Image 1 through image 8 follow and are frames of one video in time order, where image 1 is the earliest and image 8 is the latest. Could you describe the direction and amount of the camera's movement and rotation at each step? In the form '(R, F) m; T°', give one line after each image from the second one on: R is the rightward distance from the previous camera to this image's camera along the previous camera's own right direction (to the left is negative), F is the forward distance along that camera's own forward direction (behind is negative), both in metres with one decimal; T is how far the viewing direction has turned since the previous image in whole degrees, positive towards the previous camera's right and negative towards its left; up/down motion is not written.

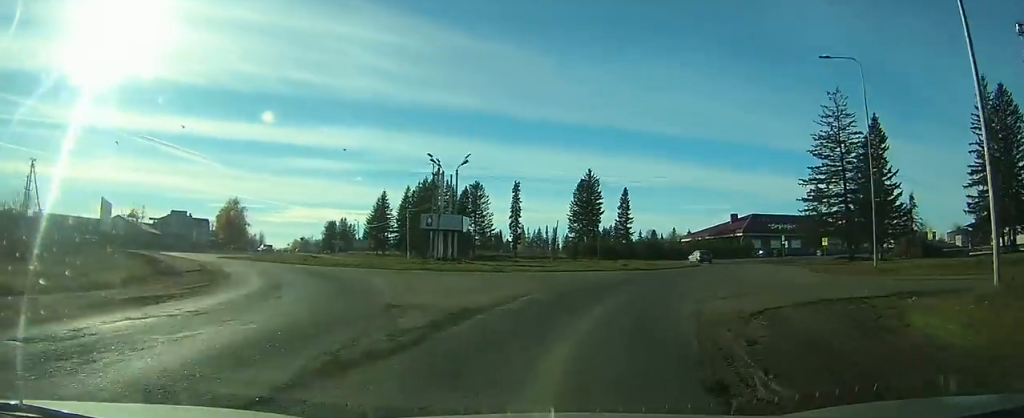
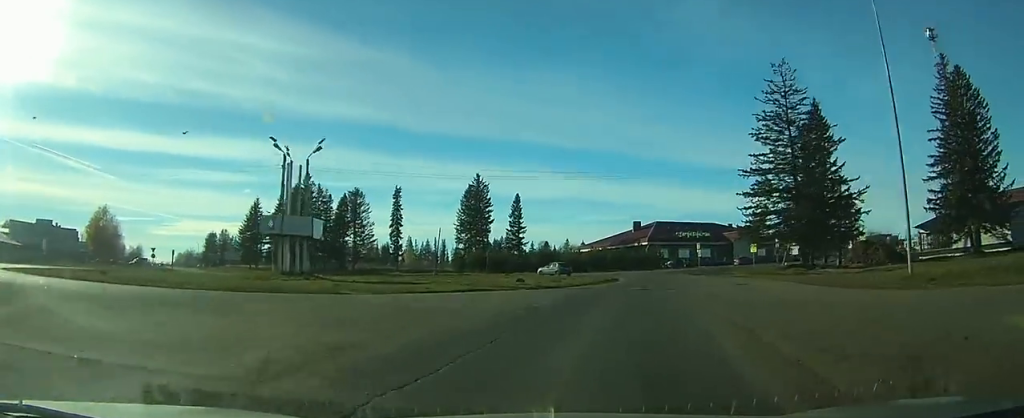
(+0.5, +13.6) m; +5°
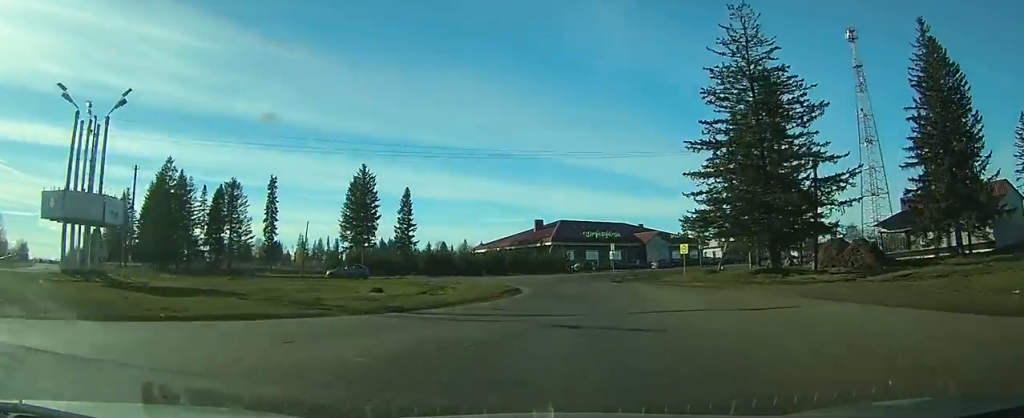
(-0.1, +14.4) m; +6°
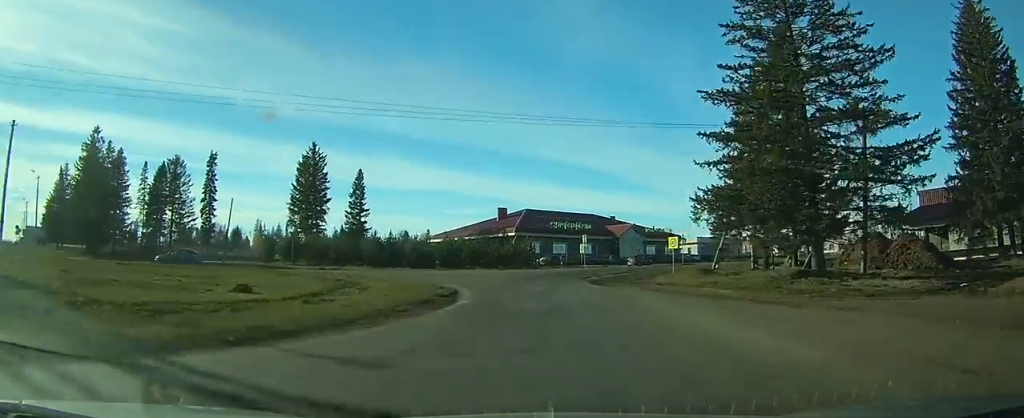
(+1.3, +10.6) m; +4°
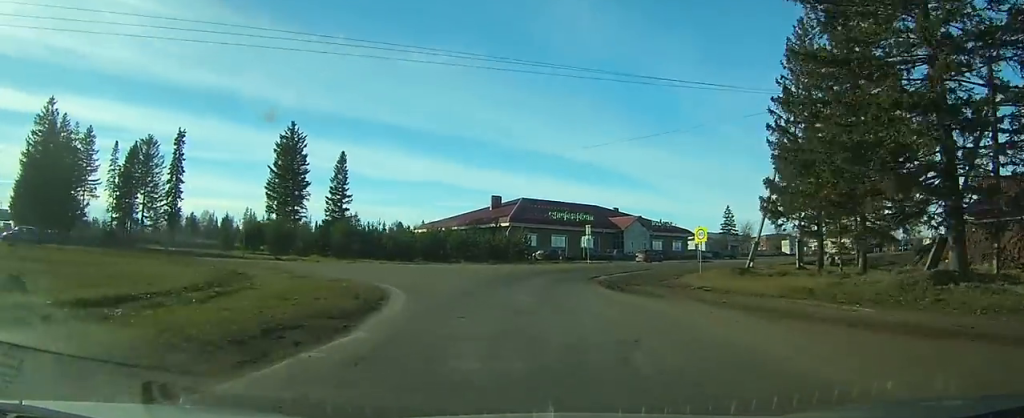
(+0.4, +9.9) m; +4°
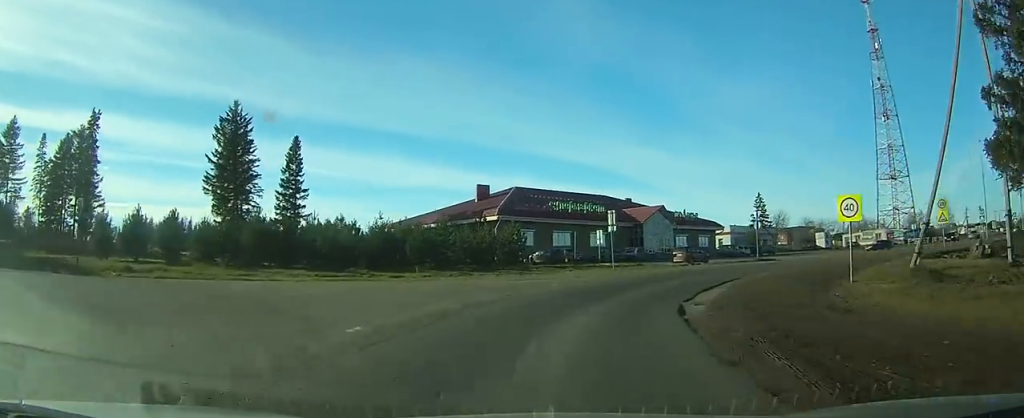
(+1.0, +19.9) m; +5°
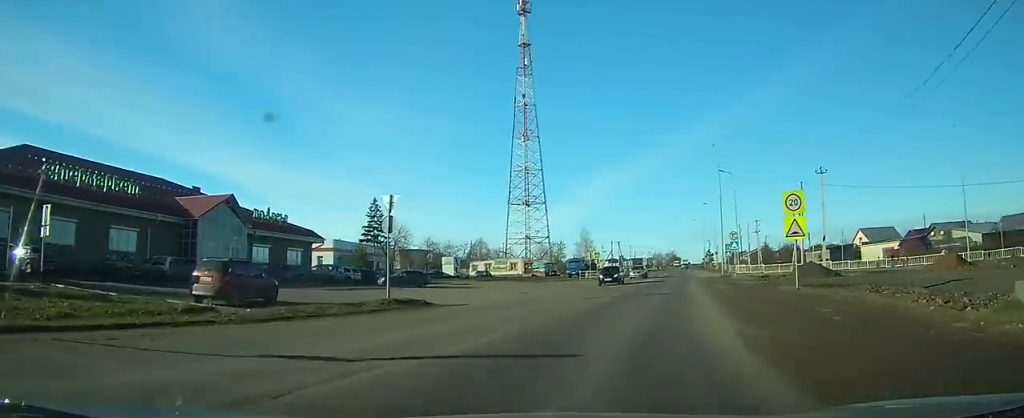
(+2.6, +28.7) m; +18°
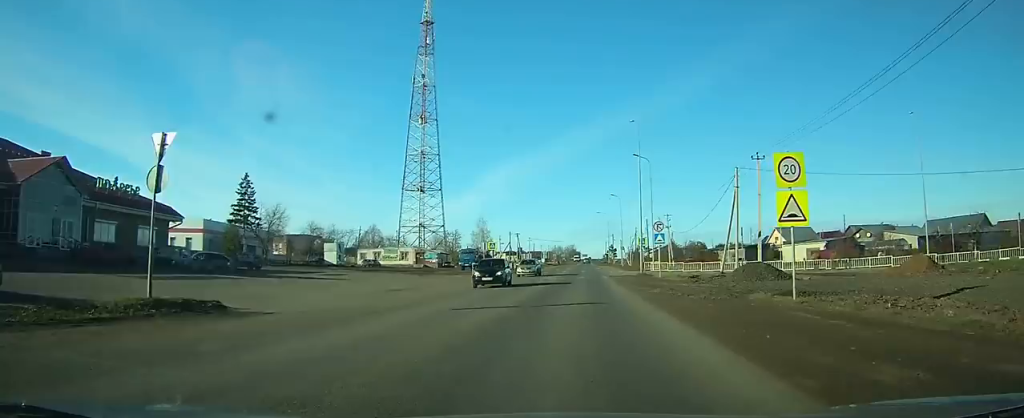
(+1.1, +8.2) m; +9°
